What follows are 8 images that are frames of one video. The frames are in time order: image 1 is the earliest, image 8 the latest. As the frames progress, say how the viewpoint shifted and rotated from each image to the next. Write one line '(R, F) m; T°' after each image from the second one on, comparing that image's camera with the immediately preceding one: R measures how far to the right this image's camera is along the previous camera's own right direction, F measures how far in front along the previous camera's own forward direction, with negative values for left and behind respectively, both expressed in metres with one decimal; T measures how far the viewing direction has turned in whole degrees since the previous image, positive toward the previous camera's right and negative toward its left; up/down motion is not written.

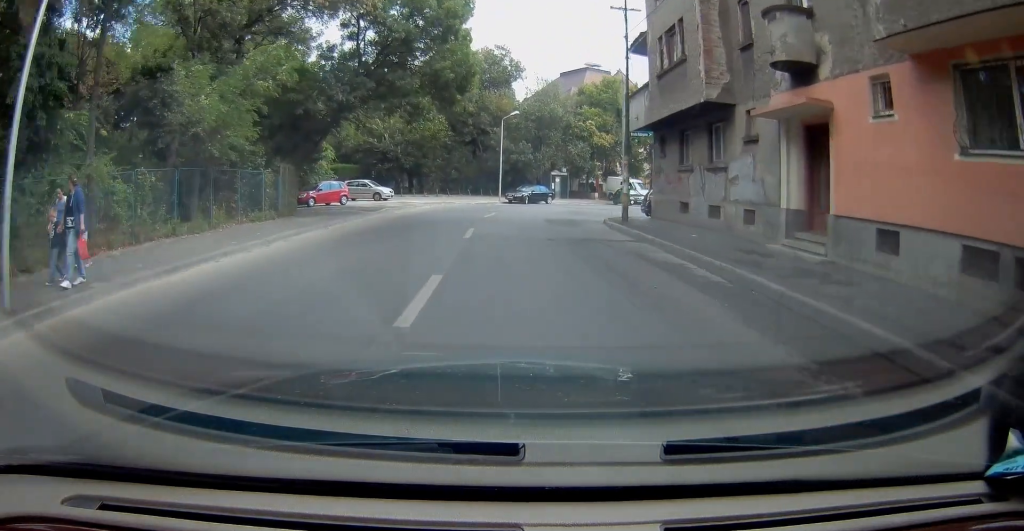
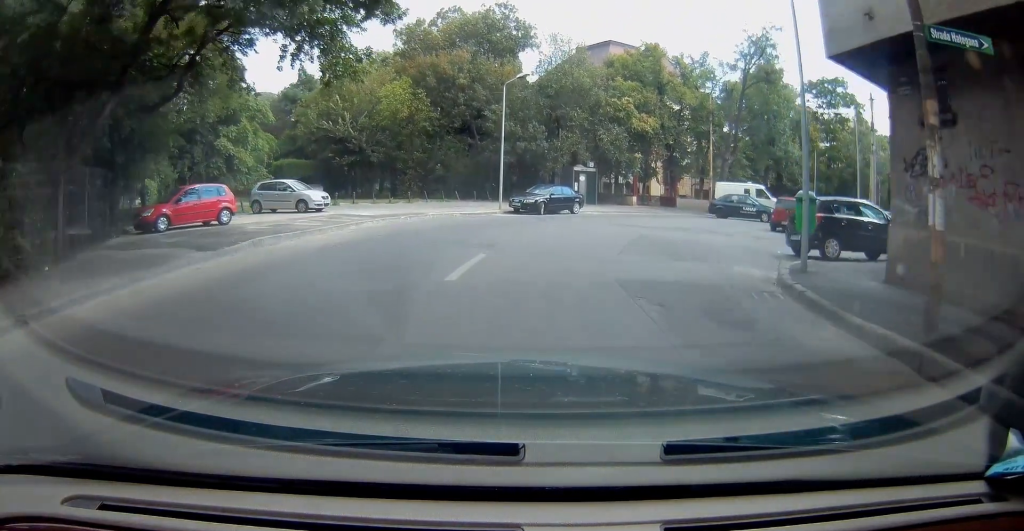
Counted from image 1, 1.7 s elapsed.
(+0.4, +15.5) m; +6°
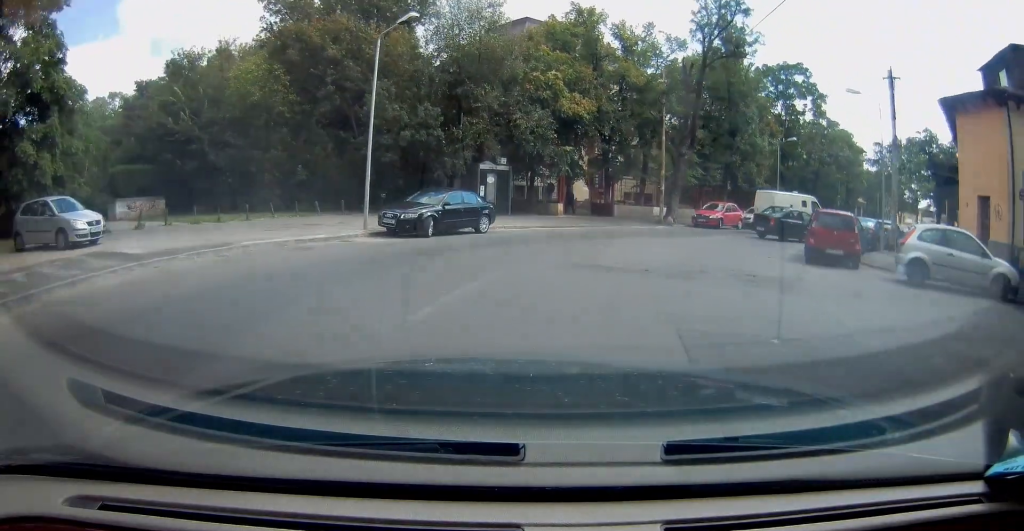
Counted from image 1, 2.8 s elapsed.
(+0.8, +10.0) m; +12°
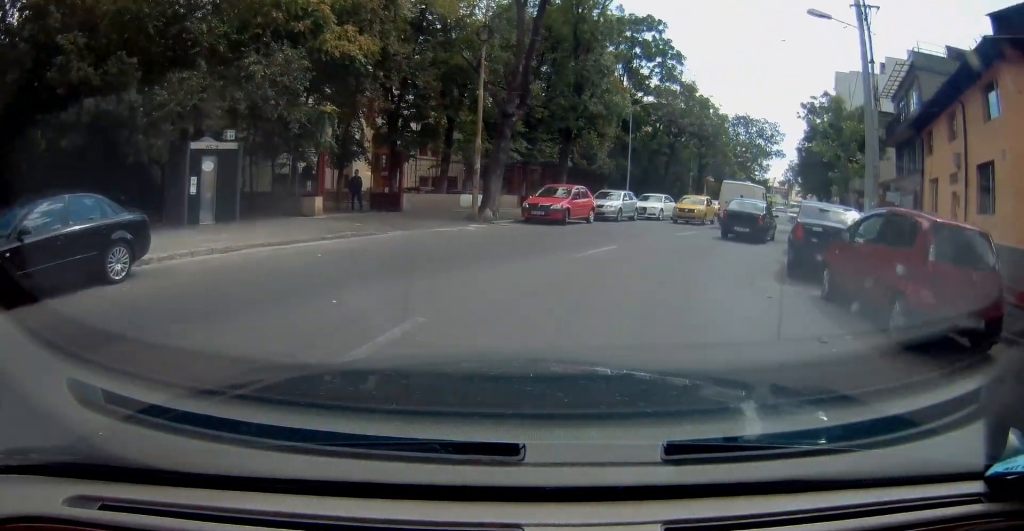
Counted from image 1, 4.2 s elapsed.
(+1.6, +10.5) m; +18°
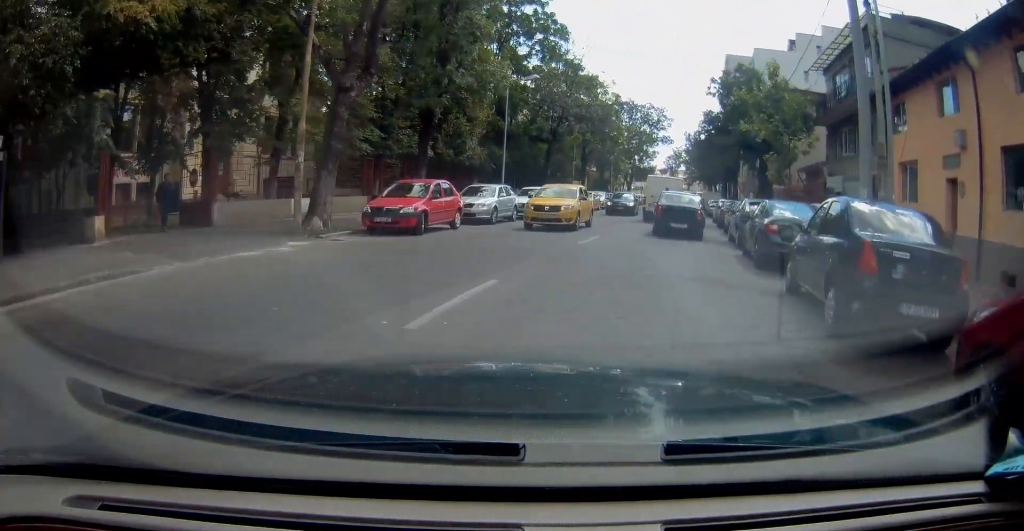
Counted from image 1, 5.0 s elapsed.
(+0.4, +5.7) m; +10°
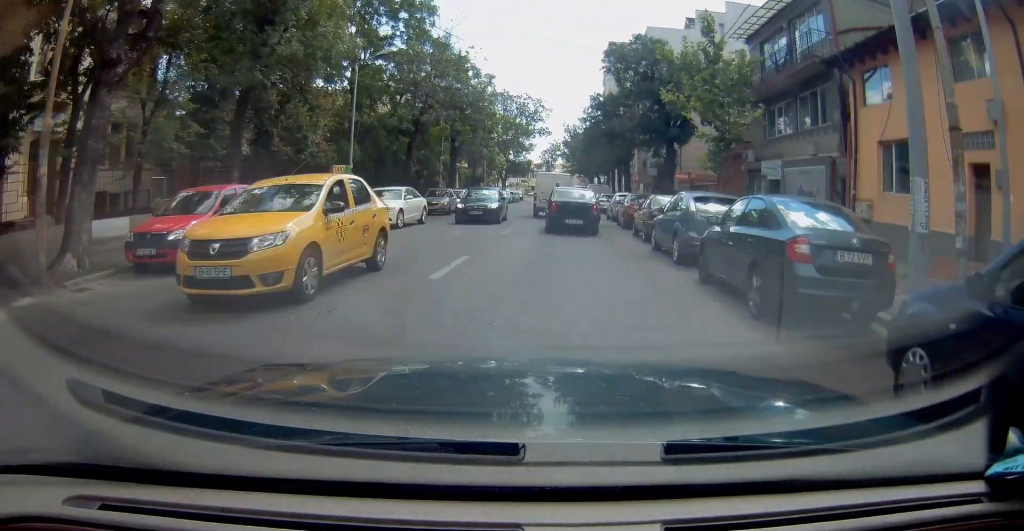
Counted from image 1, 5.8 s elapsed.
(+0.7, +5.6) m; +10°
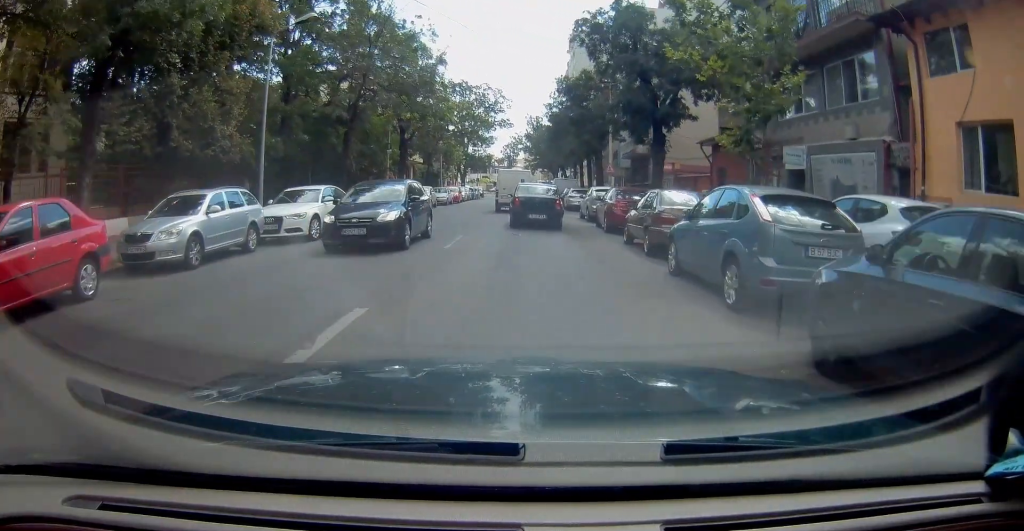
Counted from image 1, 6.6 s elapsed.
(+0.4, +5.0) m; +7°
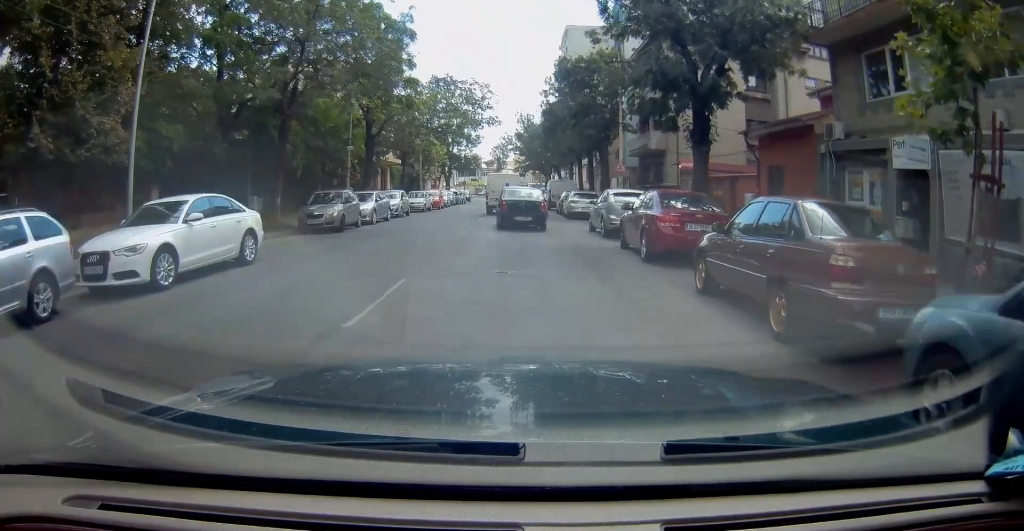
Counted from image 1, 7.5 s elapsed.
(+0.4, +6.4) m; +4°
